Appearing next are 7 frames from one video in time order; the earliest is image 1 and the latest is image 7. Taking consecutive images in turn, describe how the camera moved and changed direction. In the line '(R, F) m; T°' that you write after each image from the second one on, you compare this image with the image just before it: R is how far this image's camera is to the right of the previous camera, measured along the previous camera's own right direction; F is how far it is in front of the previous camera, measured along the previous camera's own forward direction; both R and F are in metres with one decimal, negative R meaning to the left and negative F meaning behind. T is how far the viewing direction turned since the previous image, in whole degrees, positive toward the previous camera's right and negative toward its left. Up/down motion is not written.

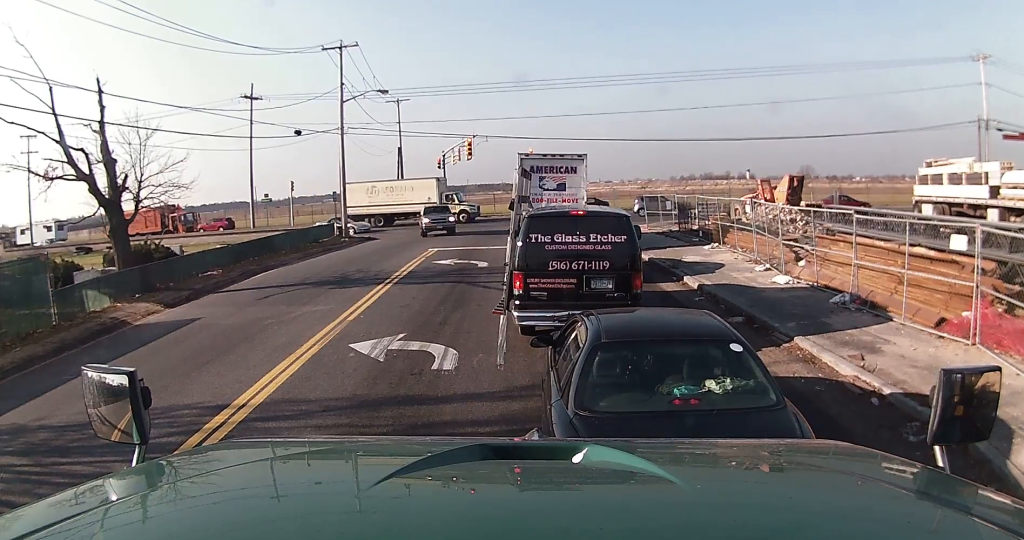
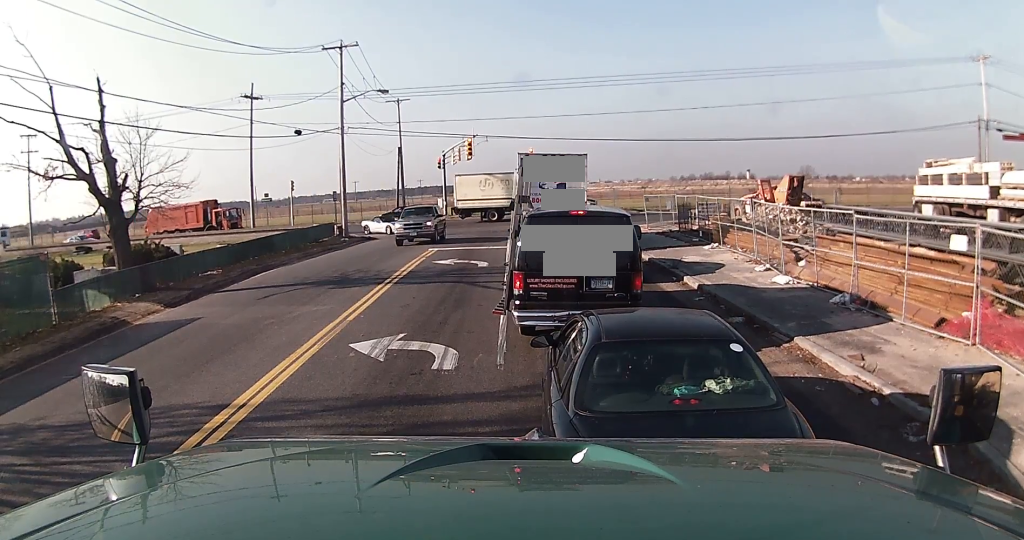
(0.0, 0.0) m; 0°
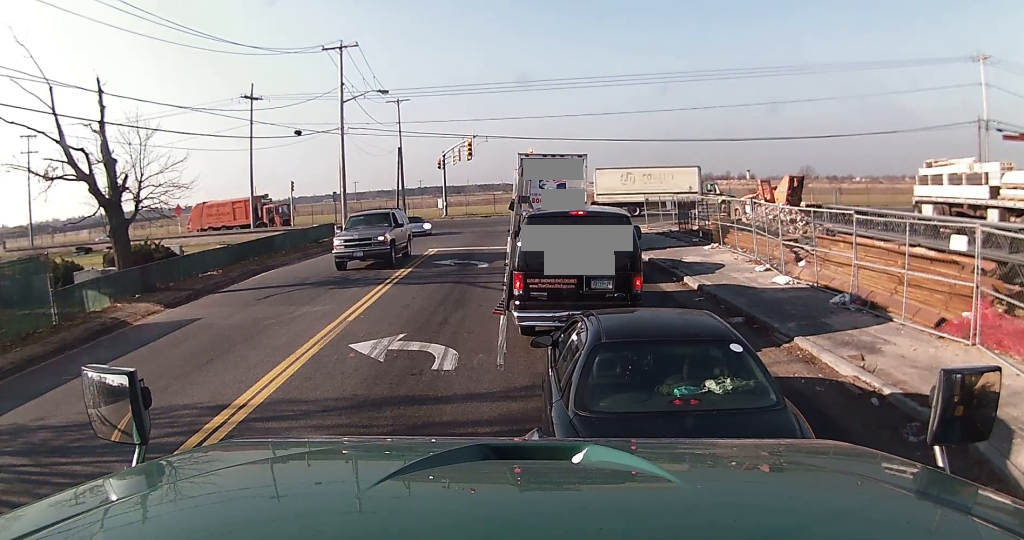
(0.0, 0.0) m; 0°
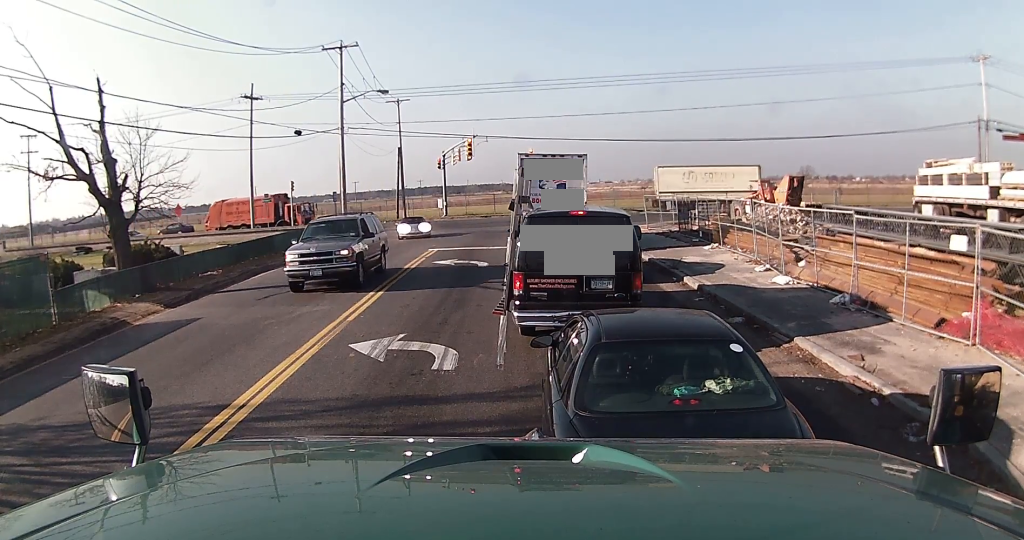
(0.0, 0.0) m; 0°
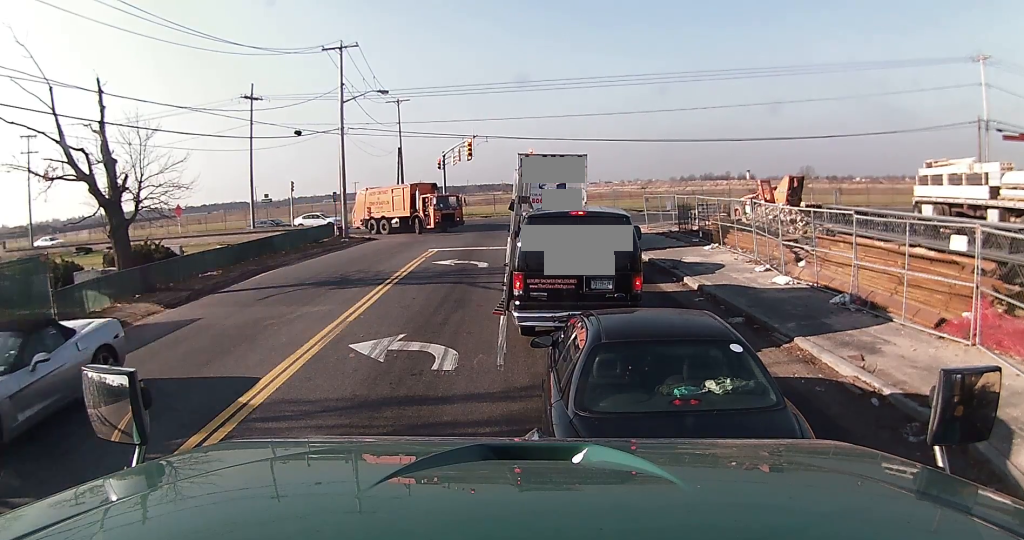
(0.0, 0.0) m; 0°
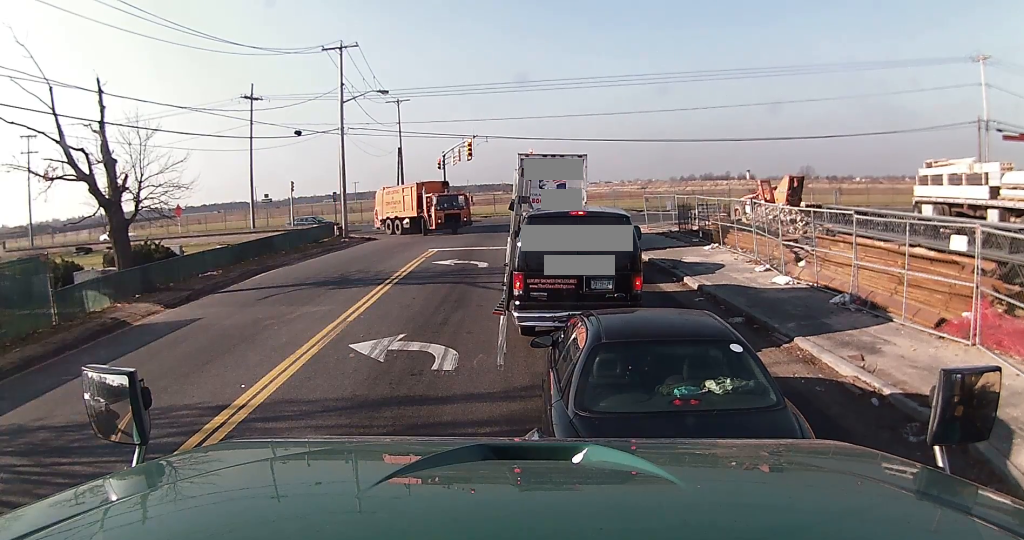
(0.0, 0.0) m; 0°
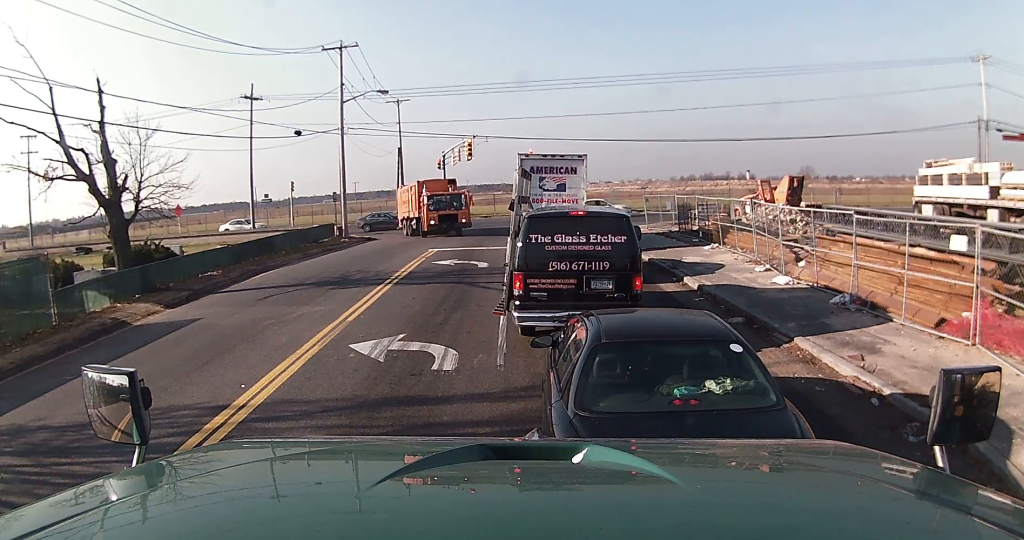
(0.0, 0.0) m; 0°
